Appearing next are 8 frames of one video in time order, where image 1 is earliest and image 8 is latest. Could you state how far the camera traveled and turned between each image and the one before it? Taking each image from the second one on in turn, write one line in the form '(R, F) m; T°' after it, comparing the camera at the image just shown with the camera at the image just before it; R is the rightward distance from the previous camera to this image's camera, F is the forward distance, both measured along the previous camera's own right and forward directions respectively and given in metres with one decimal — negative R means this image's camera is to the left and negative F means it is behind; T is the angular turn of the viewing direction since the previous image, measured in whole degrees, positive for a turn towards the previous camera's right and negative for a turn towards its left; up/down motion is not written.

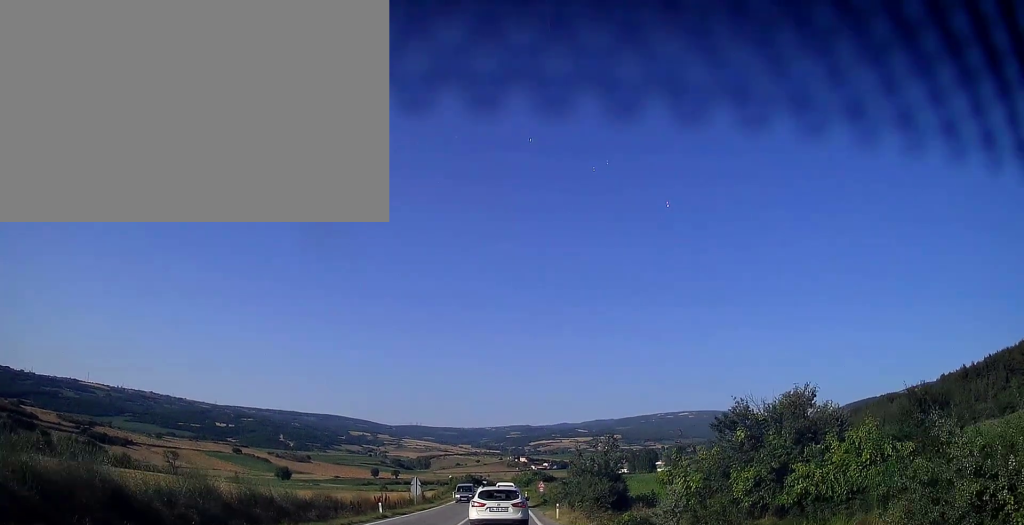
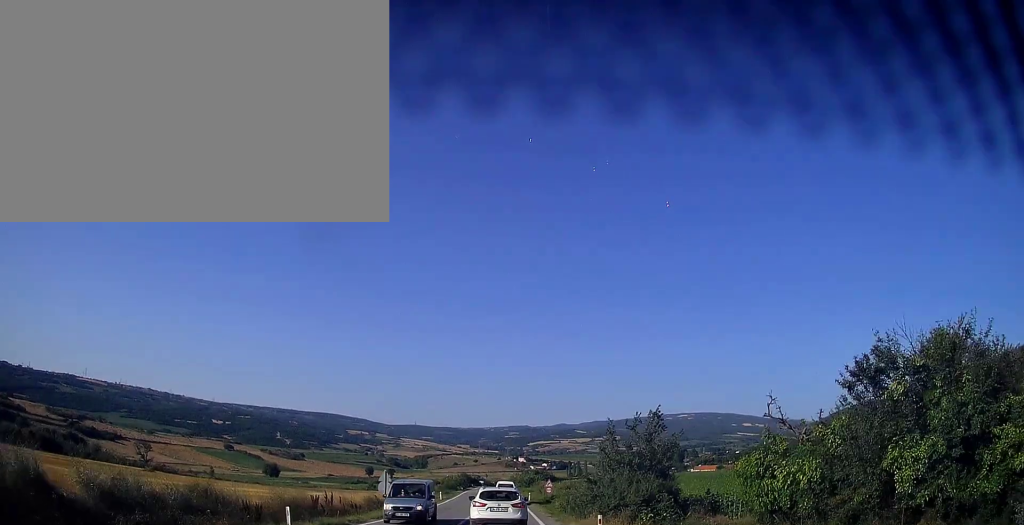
(-0.1, +12.7) m; 0°
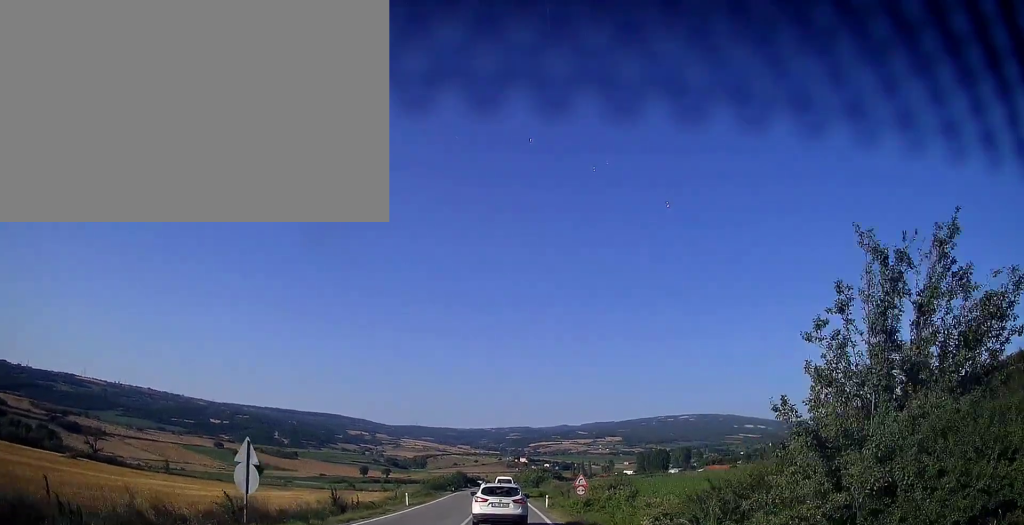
(+0.4, +22.1) m; +1°
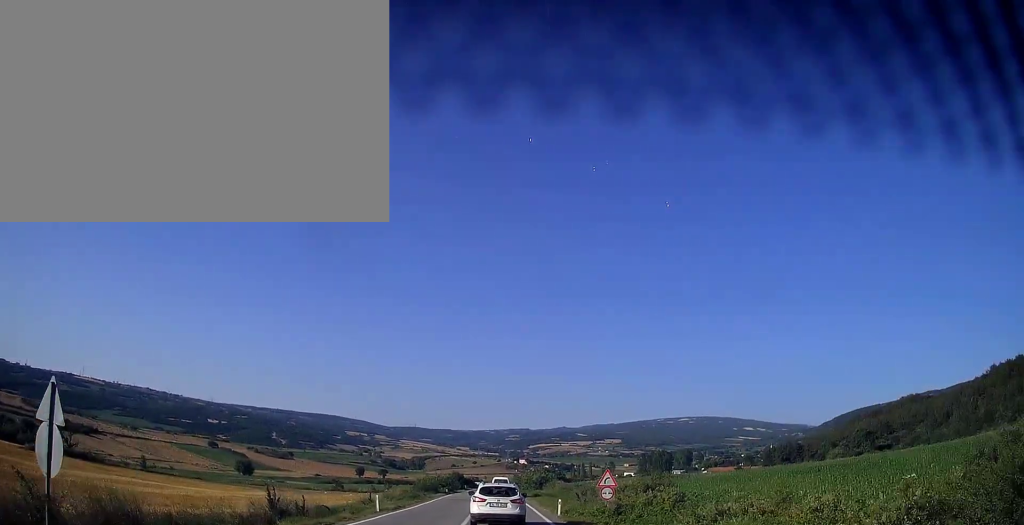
(0.0, +8.8) m; -1°
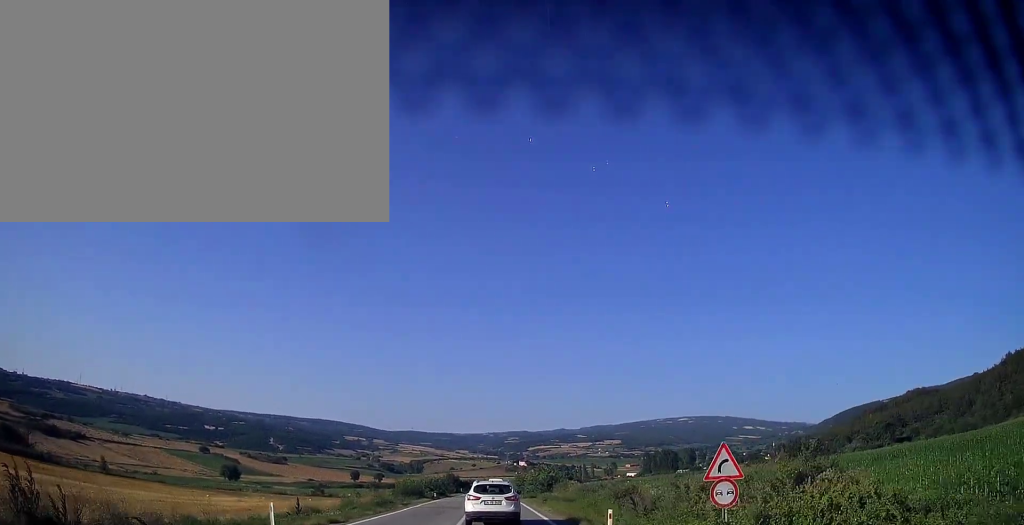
(-0.1, +13.1) m; 0°
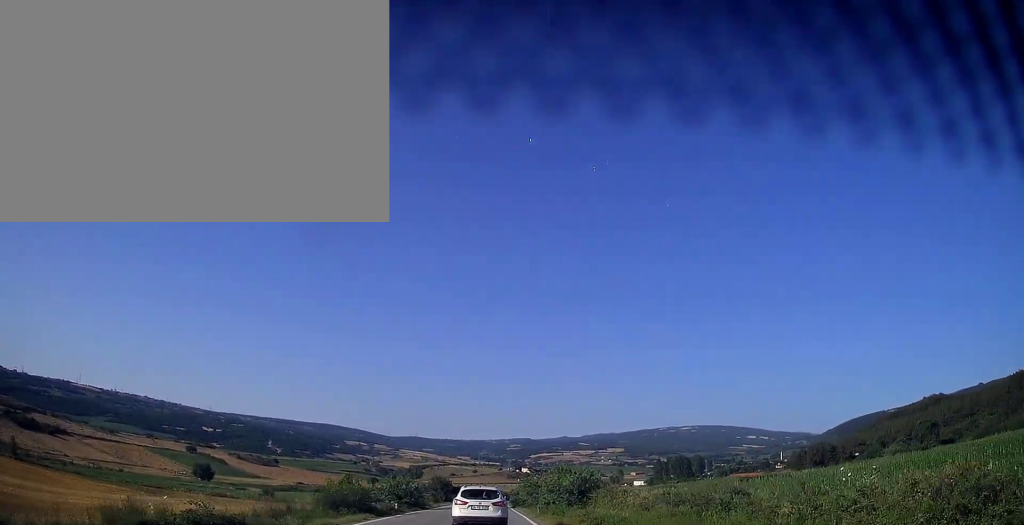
(+0.2, +24.9) m; 0°
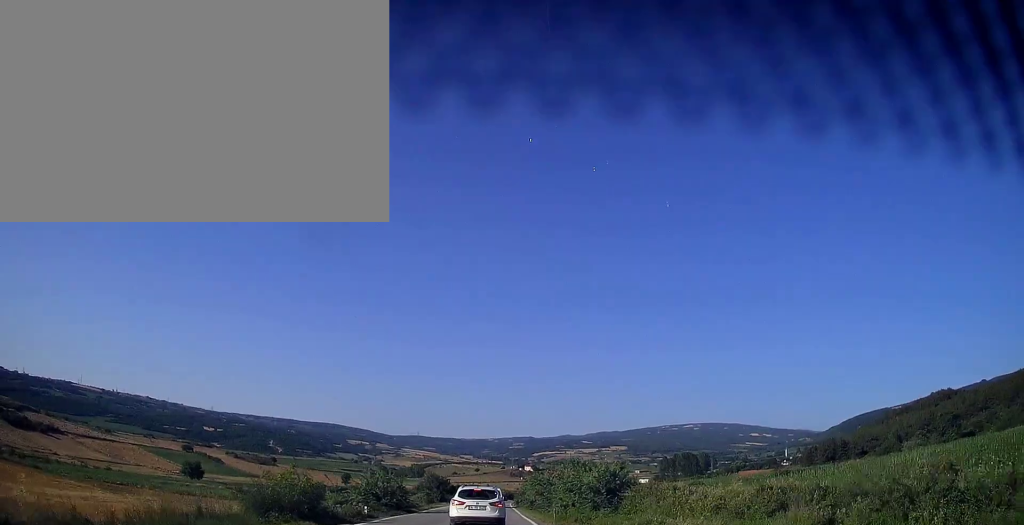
(-0.1, +9.2) m; 0°
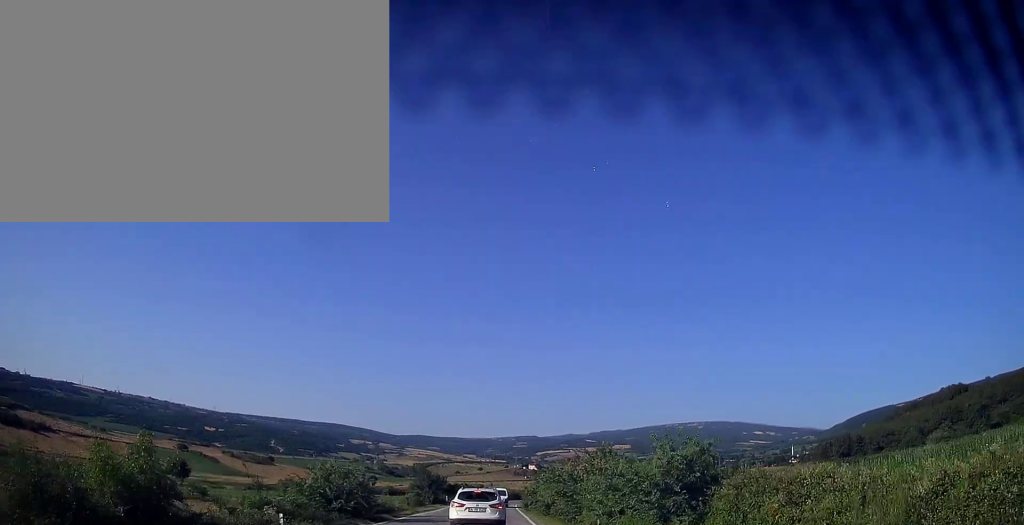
(0.0, +12.8) m; 0°
